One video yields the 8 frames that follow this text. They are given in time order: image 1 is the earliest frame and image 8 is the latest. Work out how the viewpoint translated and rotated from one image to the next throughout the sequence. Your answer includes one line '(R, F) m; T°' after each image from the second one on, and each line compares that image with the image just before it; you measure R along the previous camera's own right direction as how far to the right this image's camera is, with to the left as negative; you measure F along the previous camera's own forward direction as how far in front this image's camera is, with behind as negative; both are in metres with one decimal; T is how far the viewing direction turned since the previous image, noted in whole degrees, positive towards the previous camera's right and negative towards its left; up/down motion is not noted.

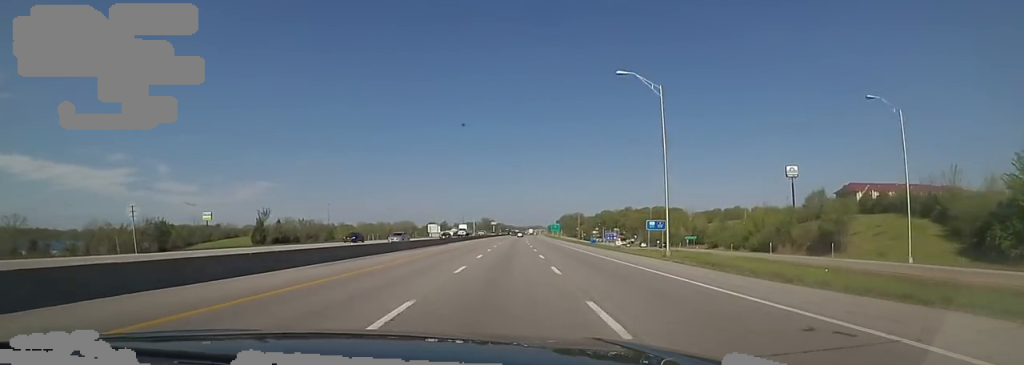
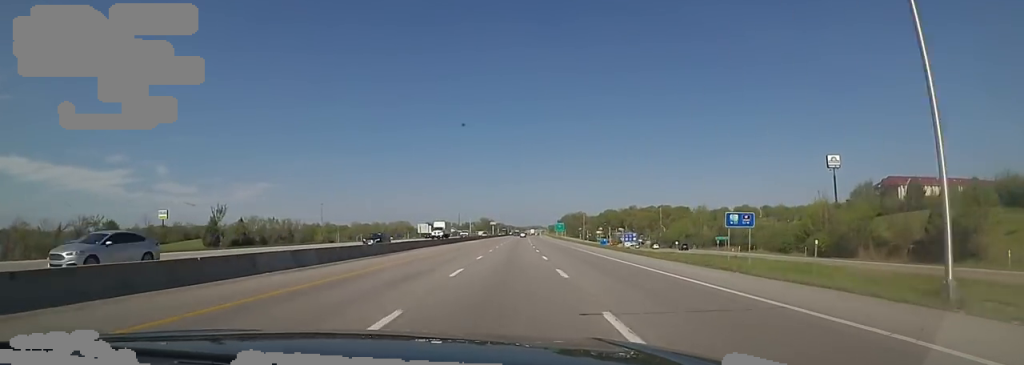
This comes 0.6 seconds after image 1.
(0.0, +21.3) m; +1°
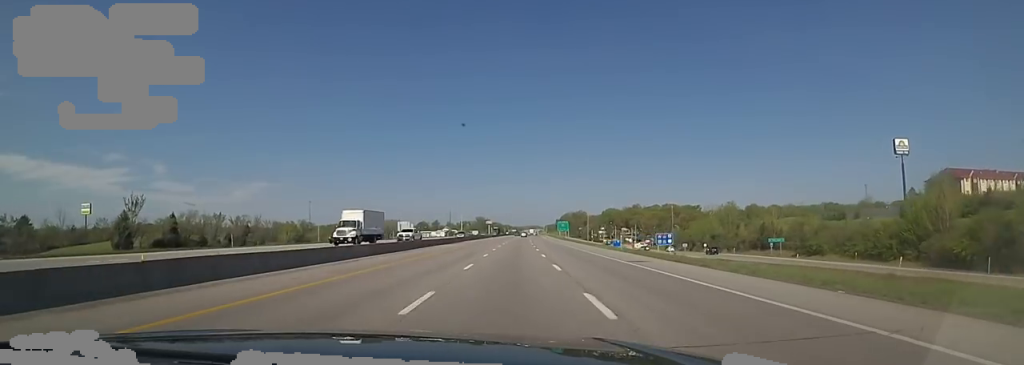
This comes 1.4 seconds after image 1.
(+0.4, +26.9) m; +1°
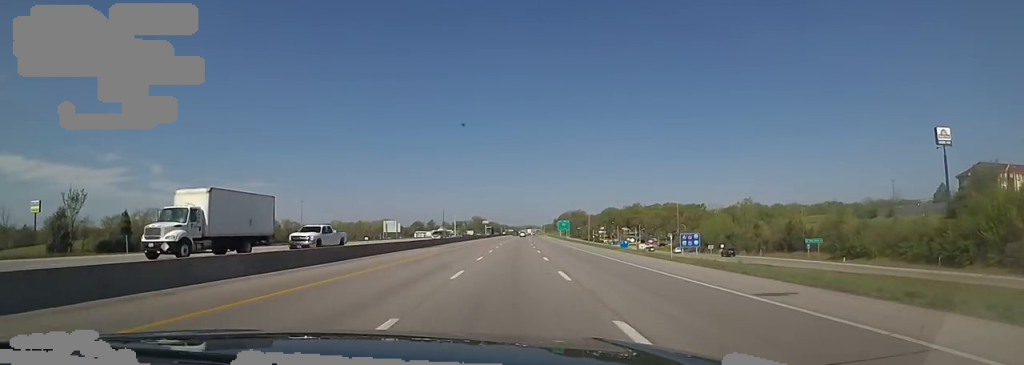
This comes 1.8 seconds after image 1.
(+0.6, +13.4) m; 0°
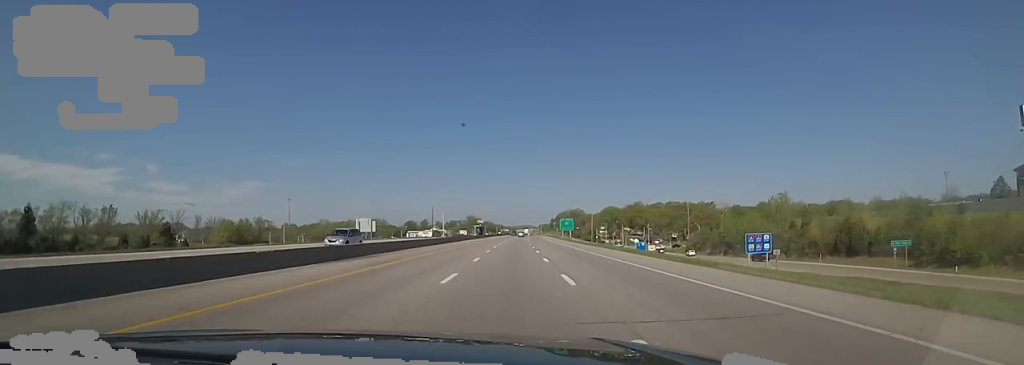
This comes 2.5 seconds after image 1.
(-0.2, +21.3) m; 0°
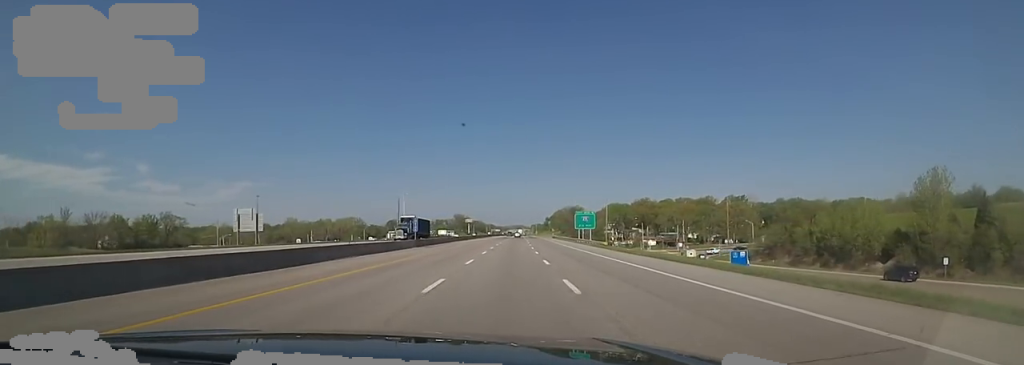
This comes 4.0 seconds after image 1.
(+0.4, +51.5) m; +2°
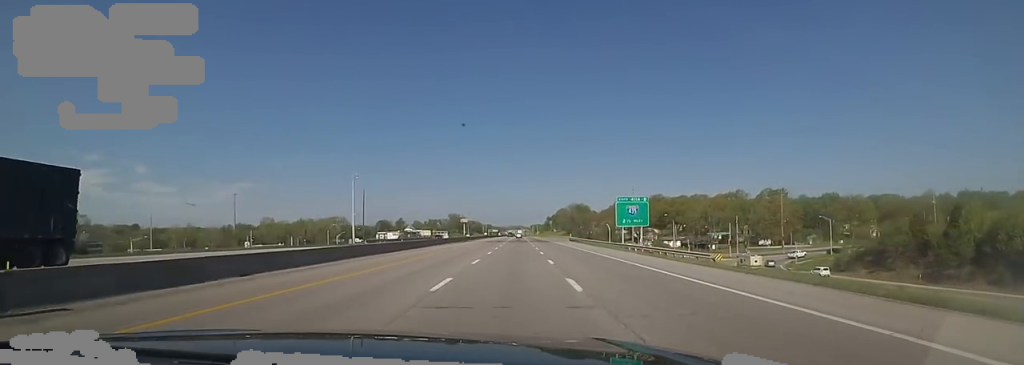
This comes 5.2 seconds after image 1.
(0.0, +39.2) m; -2°
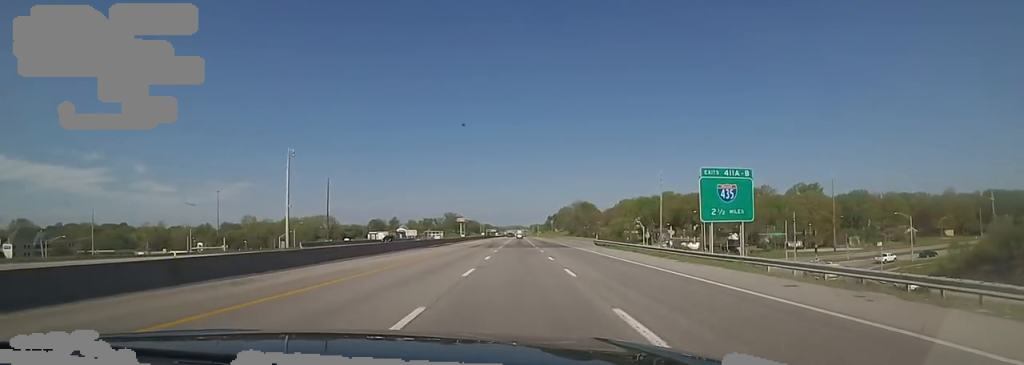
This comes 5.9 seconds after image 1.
(-1.2, +25.8) m; 0°
